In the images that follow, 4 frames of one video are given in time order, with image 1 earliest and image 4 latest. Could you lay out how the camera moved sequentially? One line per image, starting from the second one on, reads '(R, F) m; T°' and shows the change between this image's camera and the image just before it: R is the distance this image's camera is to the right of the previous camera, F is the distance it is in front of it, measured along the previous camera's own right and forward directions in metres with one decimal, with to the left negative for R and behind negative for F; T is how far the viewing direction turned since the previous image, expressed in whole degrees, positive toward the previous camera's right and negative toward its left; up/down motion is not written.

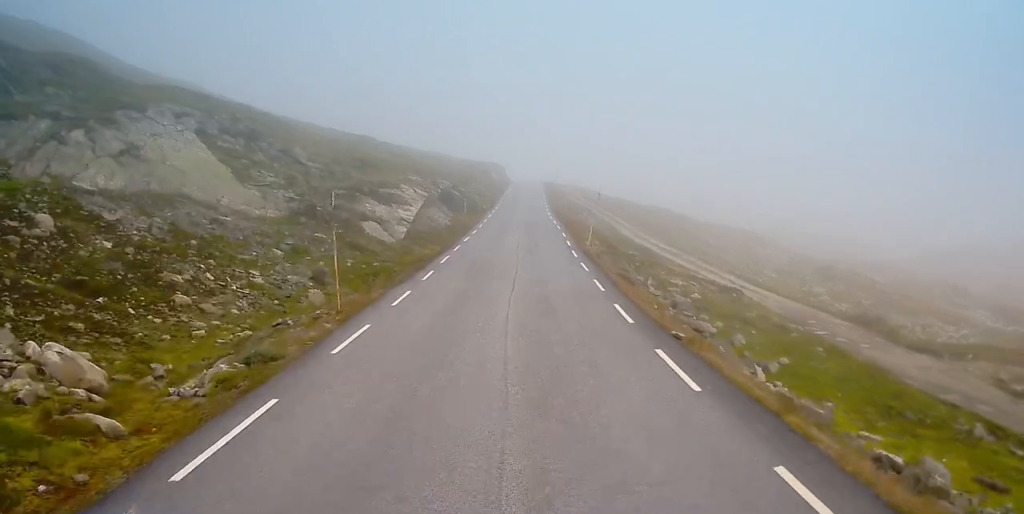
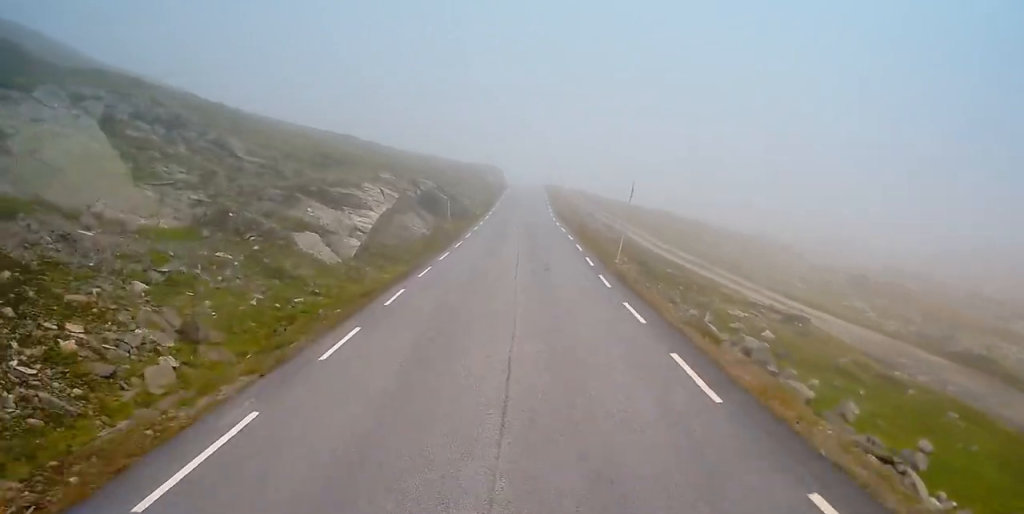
(-0.1, +12.6) m; -1°
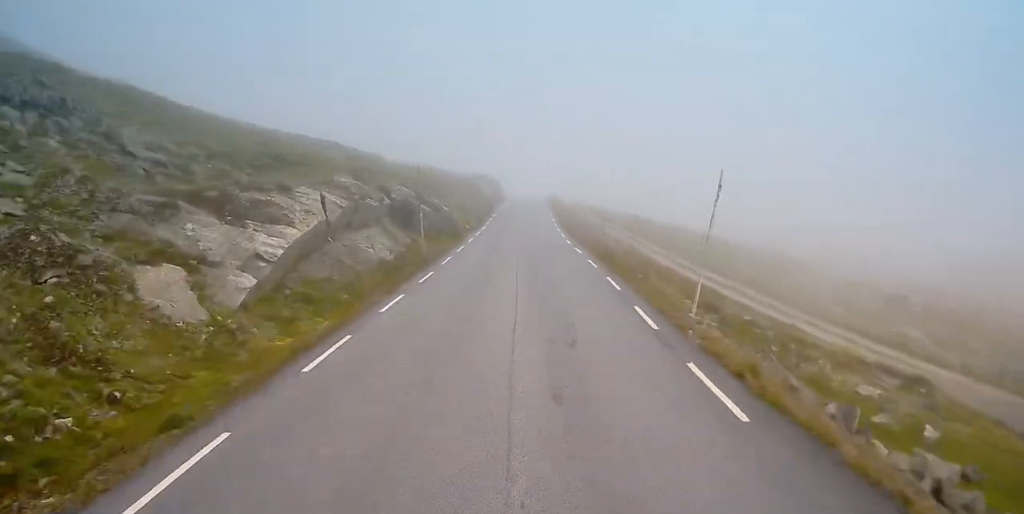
(-0.1, +12.5) m; 0°
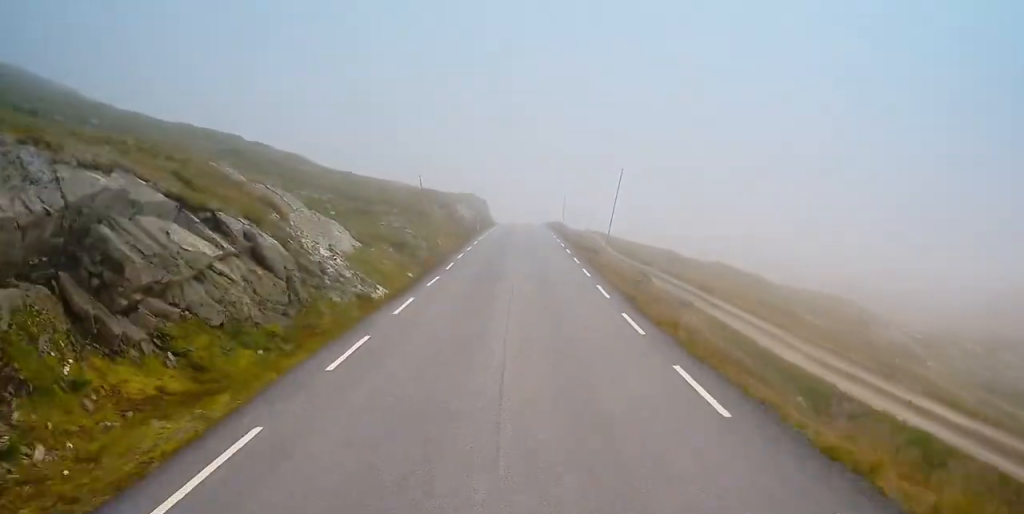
(+0.6, +35.5) m; +1°
